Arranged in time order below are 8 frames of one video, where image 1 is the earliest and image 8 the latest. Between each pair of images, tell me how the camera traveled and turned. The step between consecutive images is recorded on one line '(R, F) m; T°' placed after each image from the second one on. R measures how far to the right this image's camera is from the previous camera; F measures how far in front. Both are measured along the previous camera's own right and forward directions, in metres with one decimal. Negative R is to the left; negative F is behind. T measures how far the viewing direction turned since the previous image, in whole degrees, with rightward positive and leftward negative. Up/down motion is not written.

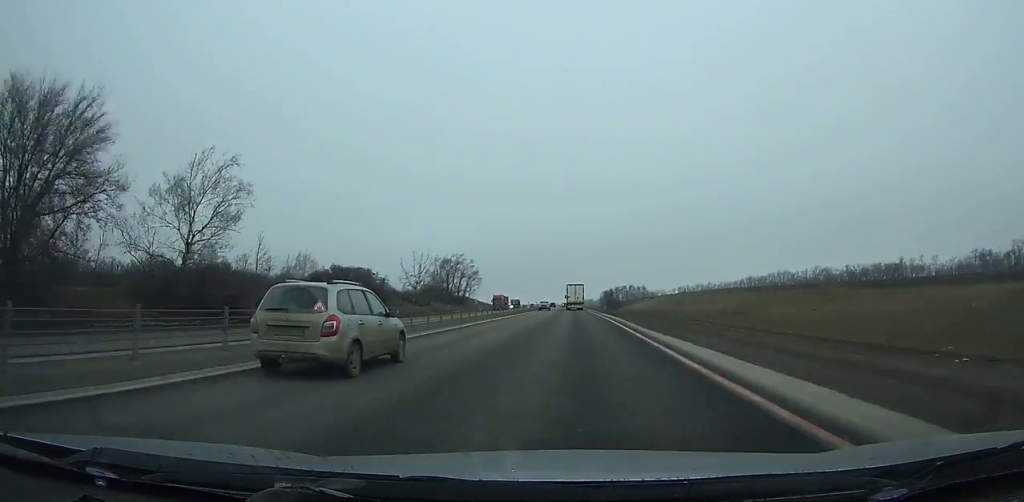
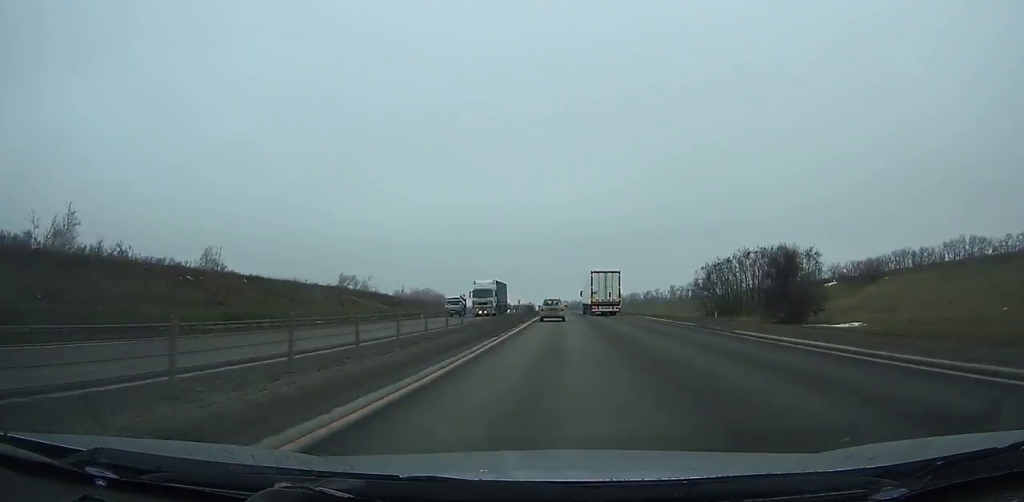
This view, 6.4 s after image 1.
(-2.8, +172.6) m; -2°
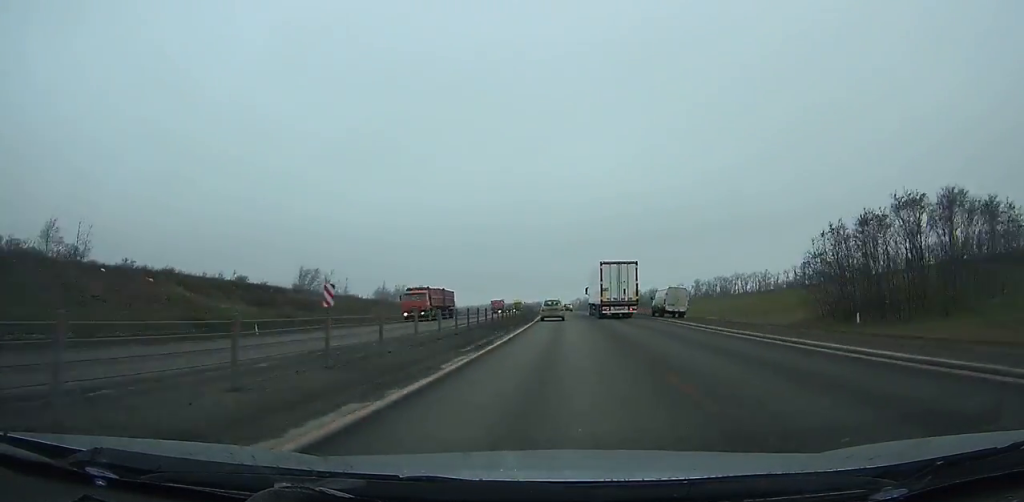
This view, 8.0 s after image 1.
(-0.2, +44.7) m; -1°
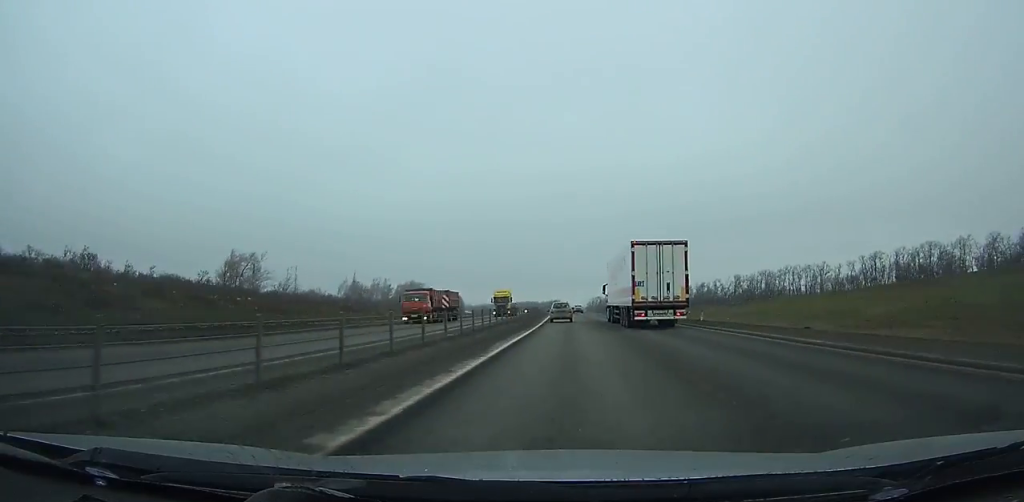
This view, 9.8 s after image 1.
(-0.8, +51.2) m; -1°
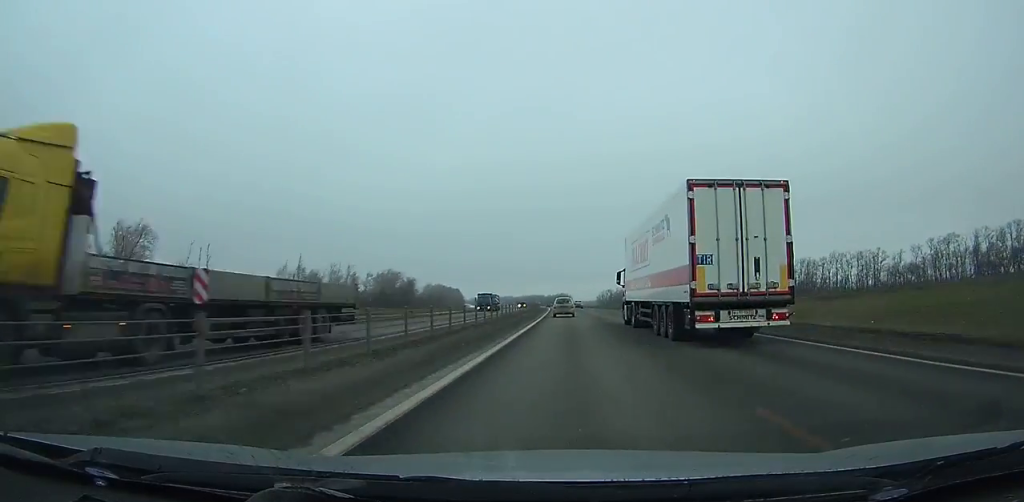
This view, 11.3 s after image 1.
(-0.2, +43.1) m; -1°
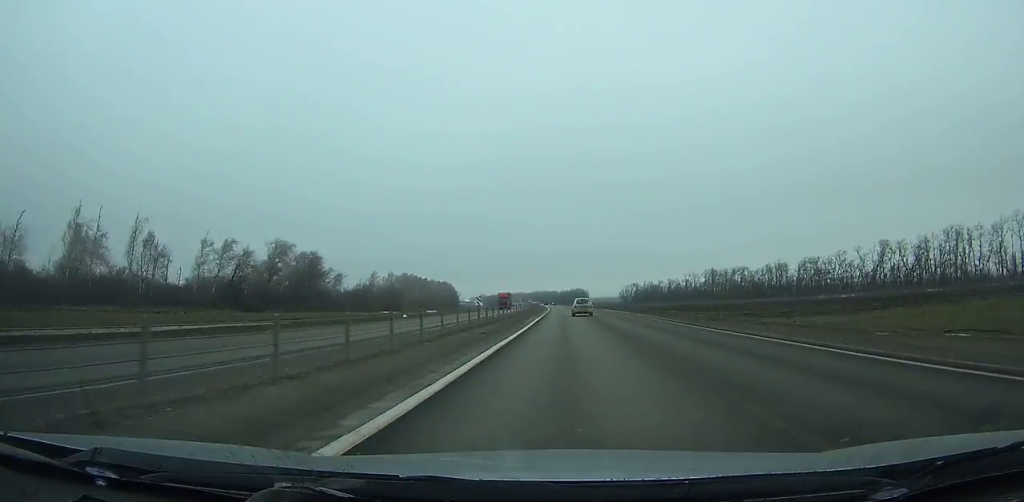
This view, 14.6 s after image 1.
(-1.0, +96.6) m; -1°
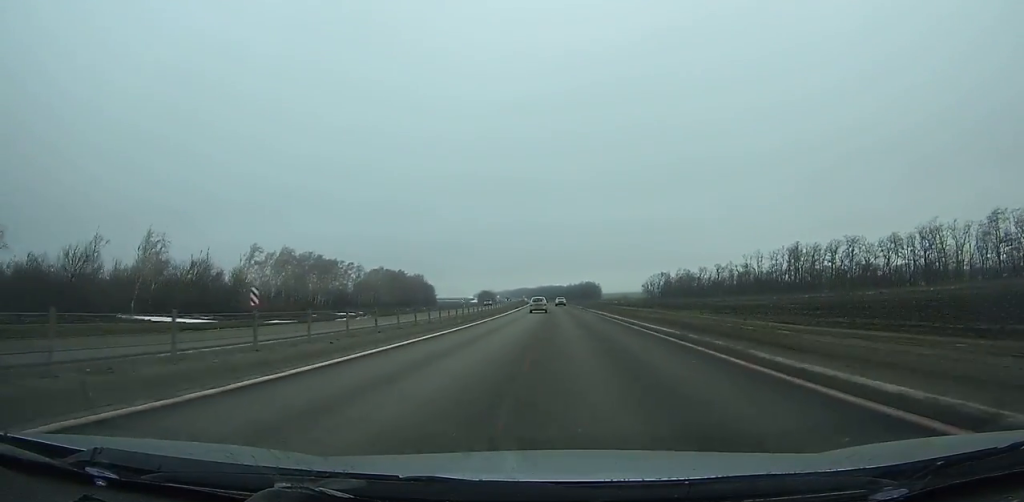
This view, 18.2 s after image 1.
(-1.0, +106.3) m; -2°
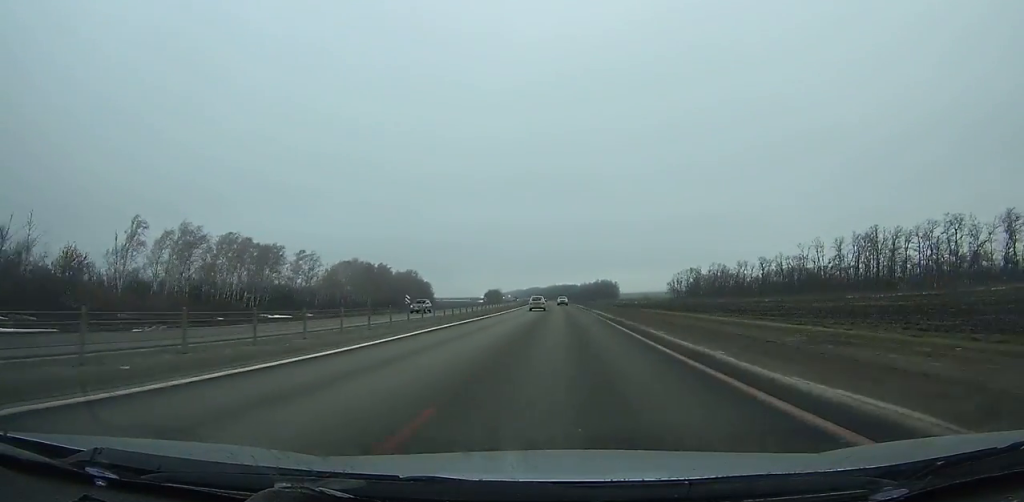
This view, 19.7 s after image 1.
(-0.5, +44.3) m; -1°
